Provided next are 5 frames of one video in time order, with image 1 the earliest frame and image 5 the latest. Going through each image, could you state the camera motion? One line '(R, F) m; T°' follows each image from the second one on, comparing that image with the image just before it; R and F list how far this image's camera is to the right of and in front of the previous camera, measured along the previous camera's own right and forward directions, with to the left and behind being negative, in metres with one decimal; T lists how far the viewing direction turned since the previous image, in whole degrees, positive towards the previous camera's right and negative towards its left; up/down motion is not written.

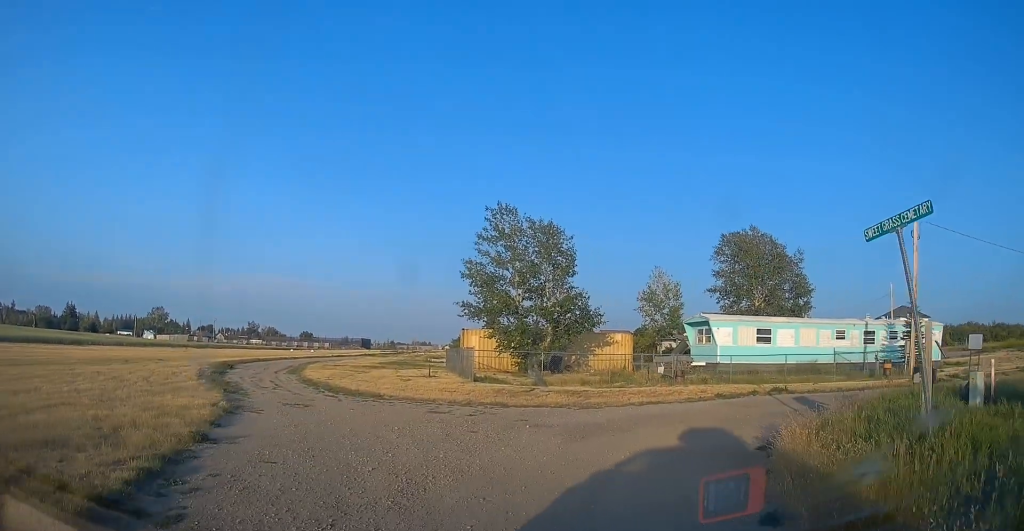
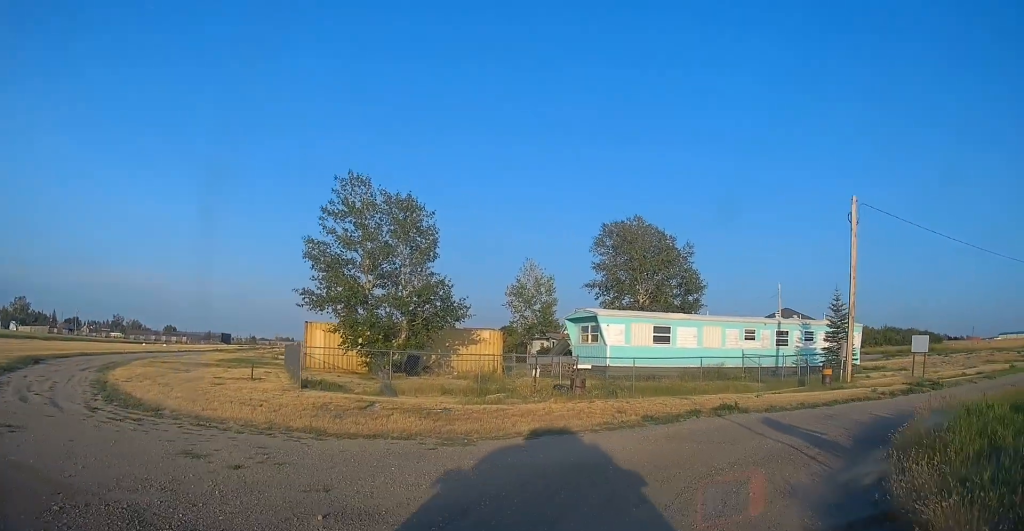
(+0.8, +6.4) m; +15°
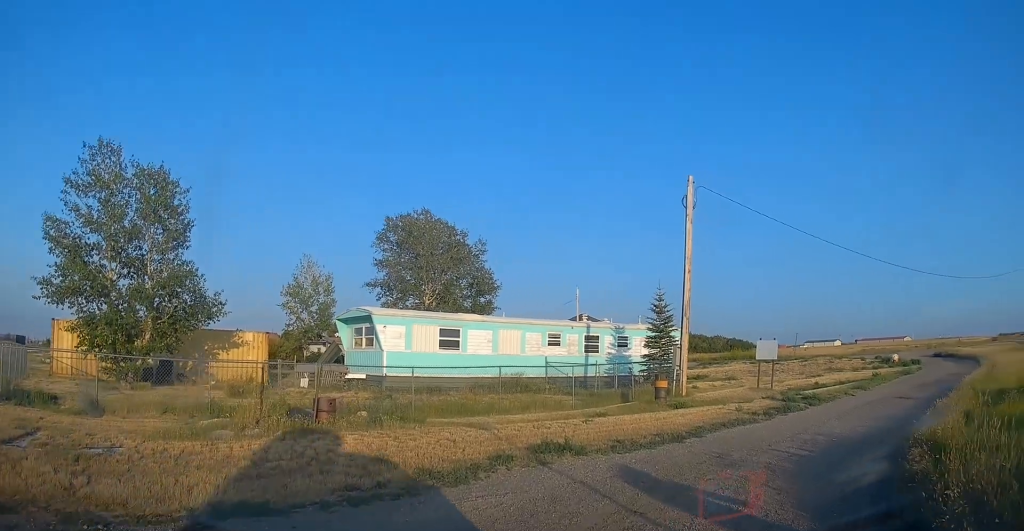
(+0.9, +5.5) m; +19°
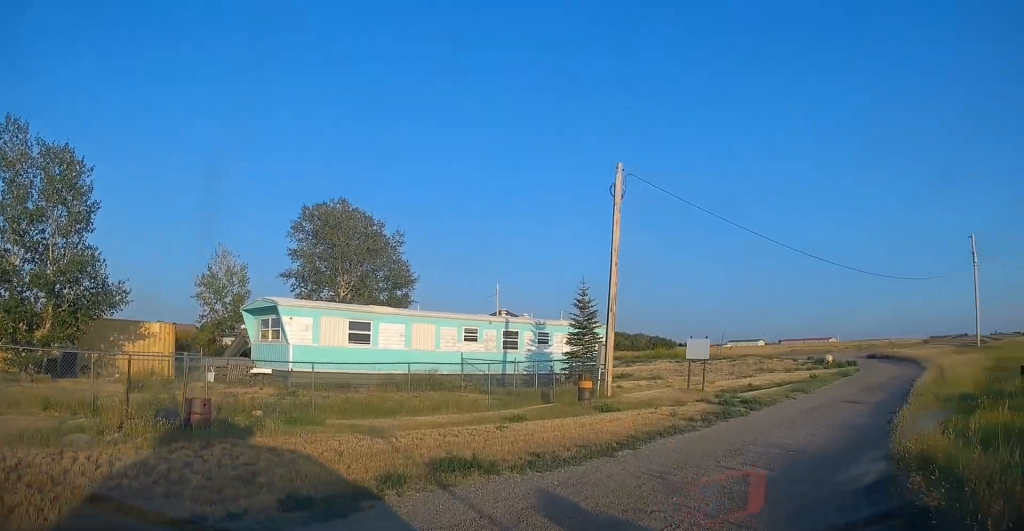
(+0.1, +1.8) m; +6°
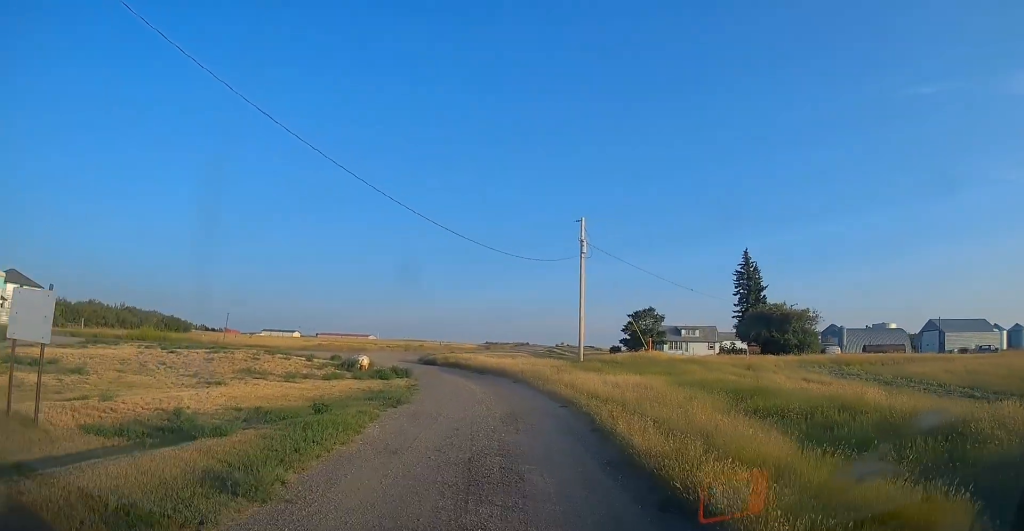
(+5.8, +14.7) m; +34°
